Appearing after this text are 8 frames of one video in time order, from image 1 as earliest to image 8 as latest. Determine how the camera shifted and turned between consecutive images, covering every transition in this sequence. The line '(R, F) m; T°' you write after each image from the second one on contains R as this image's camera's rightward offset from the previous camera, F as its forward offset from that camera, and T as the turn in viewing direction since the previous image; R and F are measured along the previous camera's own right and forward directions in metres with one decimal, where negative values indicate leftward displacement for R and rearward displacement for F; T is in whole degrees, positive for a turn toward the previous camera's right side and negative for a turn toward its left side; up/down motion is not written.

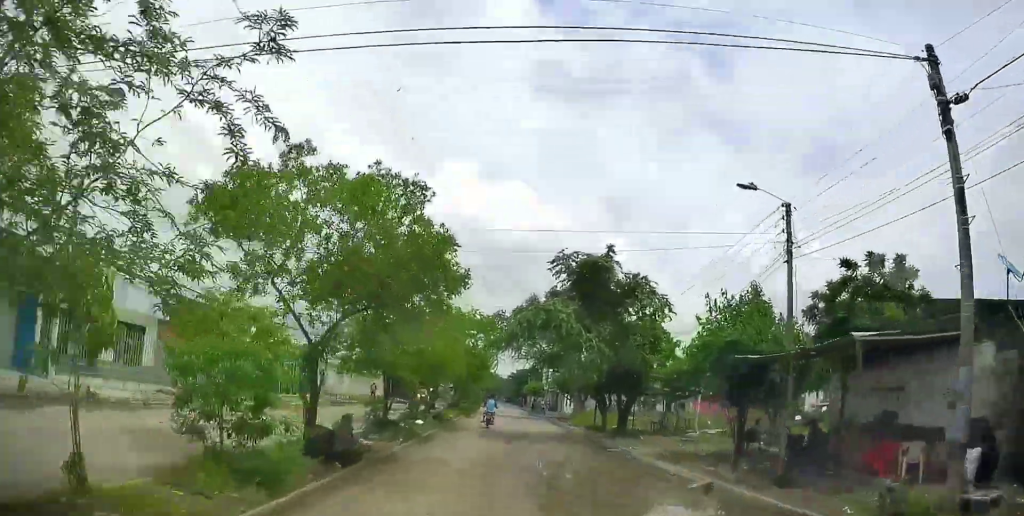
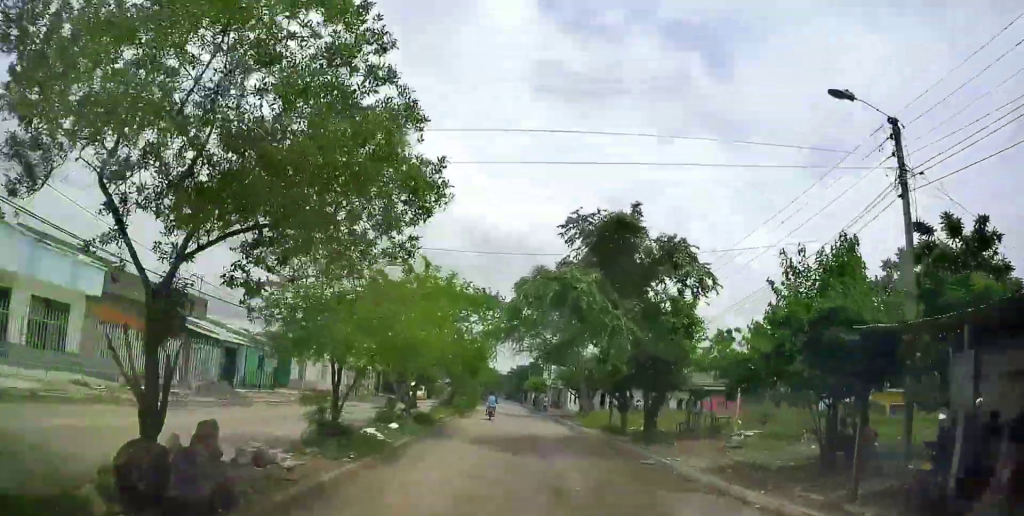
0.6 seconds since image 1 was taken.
(+0.1, +4.6) m; -1°
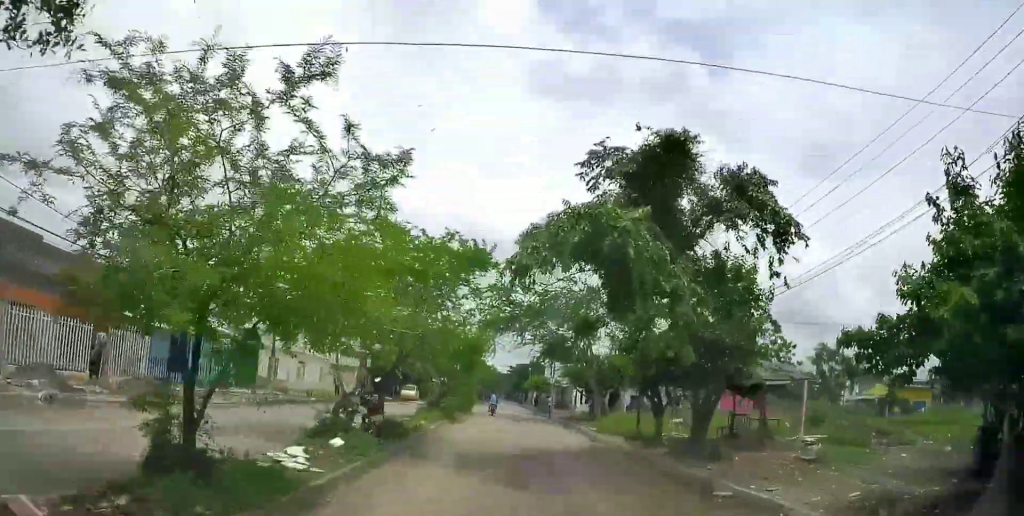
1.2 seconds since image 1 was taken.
(-0.2, +4.9) m; -3°
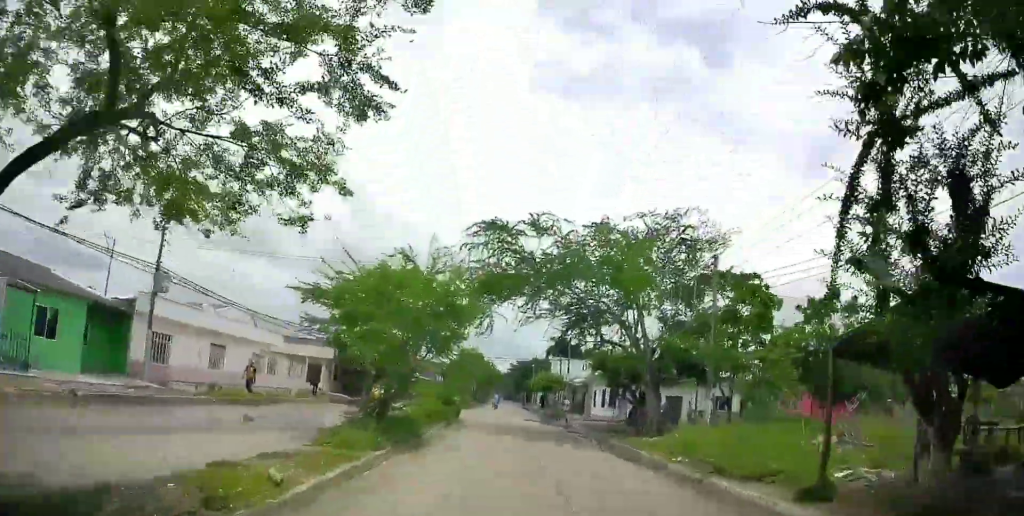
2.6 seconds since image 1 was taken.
(-0.3, +12.2) m; +2°
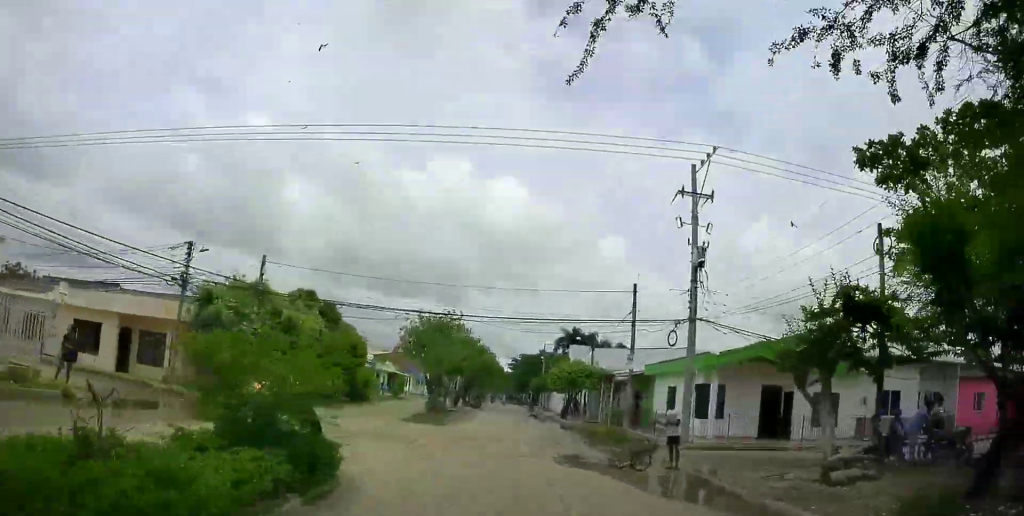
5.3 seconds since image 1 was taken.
(+0.4, +22.0) m; 0°
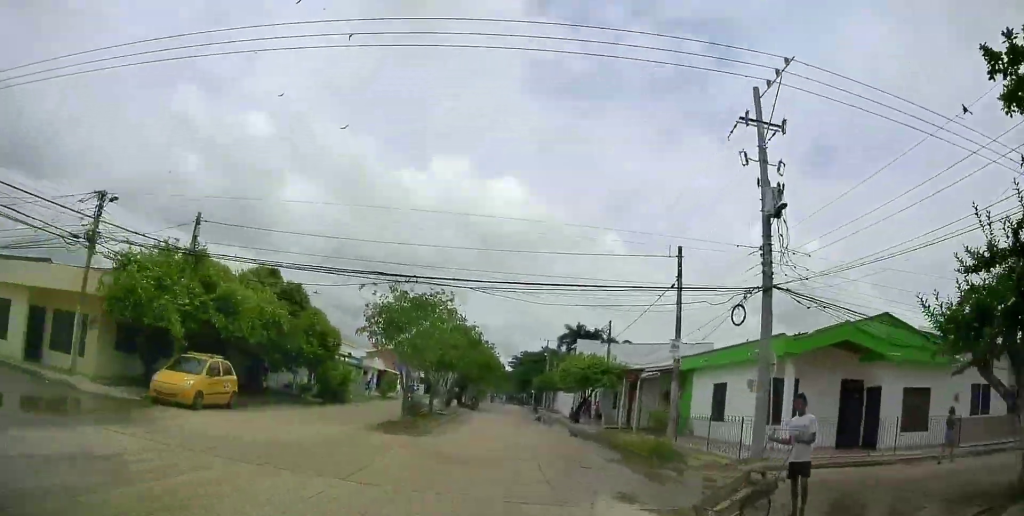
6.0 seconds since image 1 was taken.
(0.0, +6.2) m; 0°
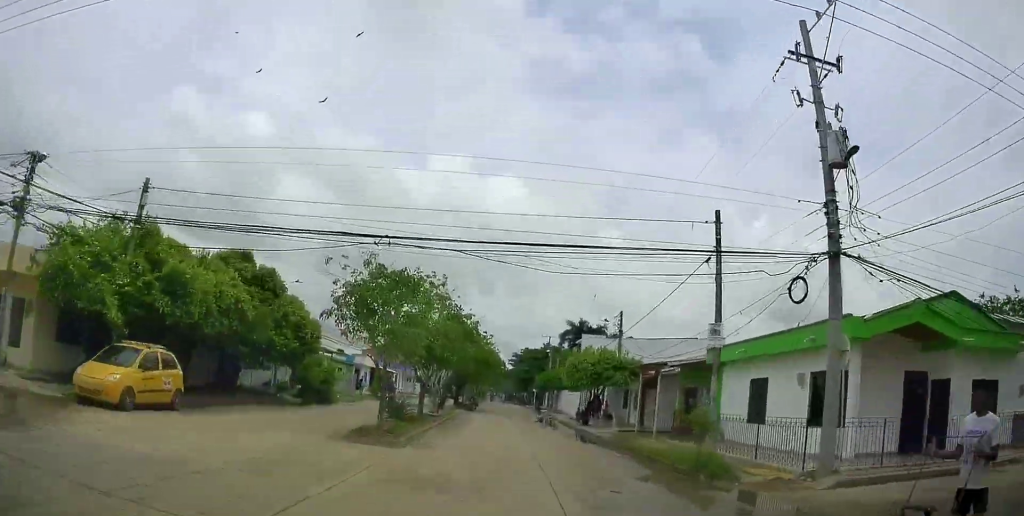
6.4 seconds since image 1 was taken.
(0.0, +3.5) m; 0°
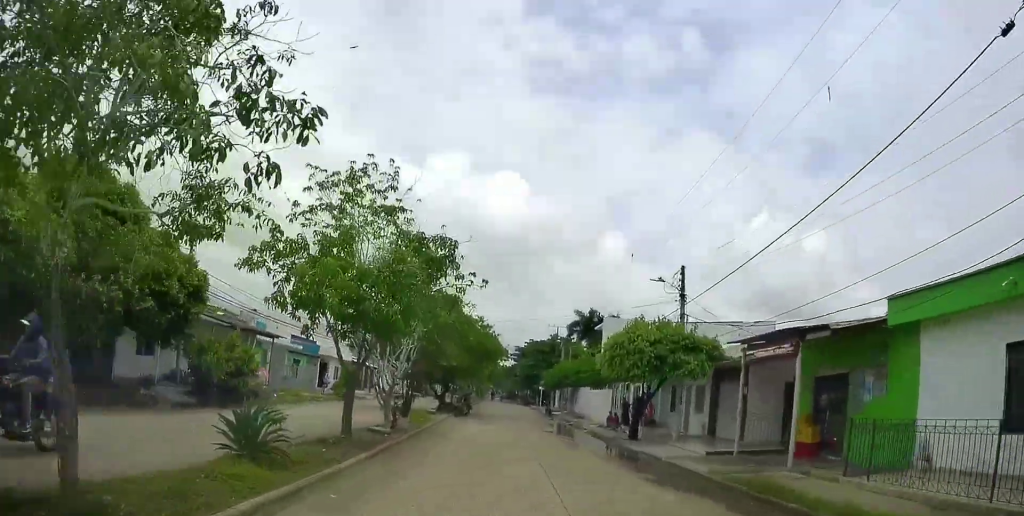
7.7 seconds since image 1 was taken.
(0.0, +11.1) m; +1°
